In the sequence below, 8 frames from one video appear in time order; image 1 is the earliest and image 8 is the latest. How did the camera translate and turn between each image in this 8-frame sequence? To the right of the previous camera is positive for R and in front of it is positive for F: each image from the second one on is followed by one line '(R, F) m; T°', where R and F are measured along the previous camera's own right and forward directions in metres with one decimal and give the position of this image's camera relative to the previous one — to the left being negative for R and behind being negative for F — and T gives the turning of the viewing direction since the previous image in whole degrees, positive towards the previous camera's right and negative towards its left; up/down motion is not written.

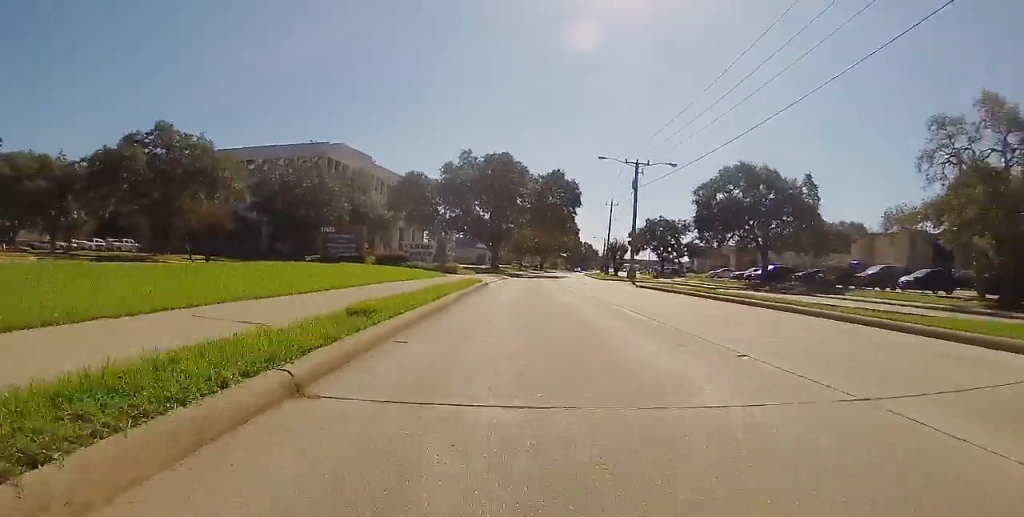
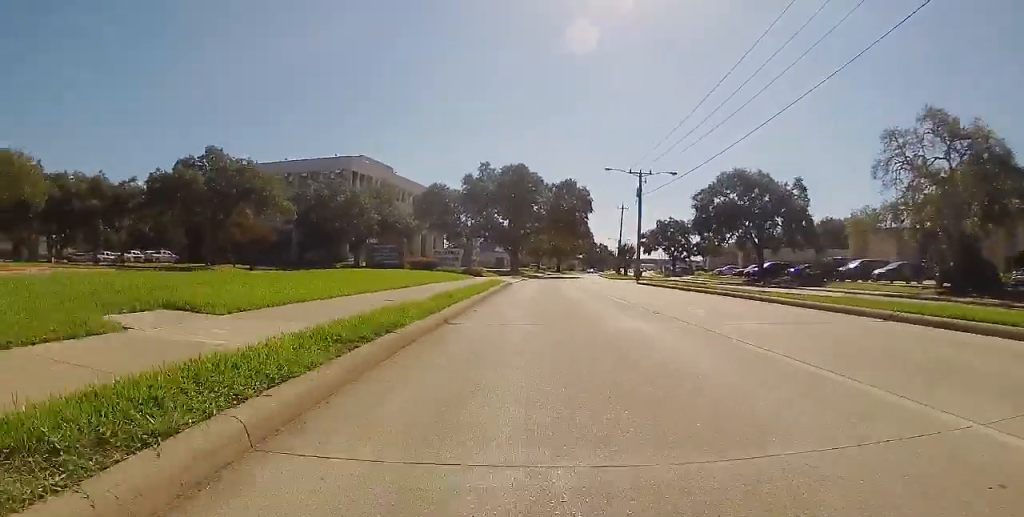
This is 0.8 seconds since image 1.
(0.0, +5.1) m; 0°
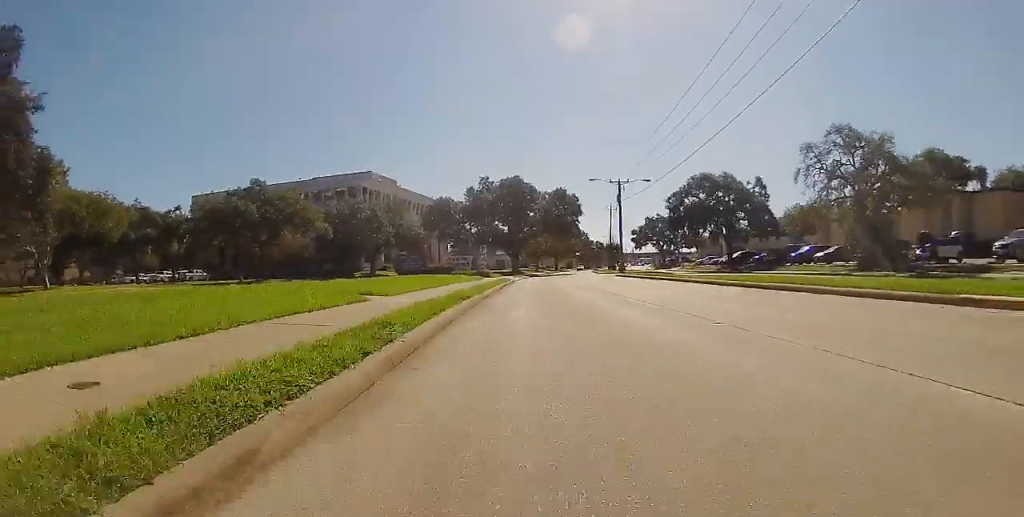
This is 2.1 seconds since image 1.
(0.0, +8.8) m; 0°
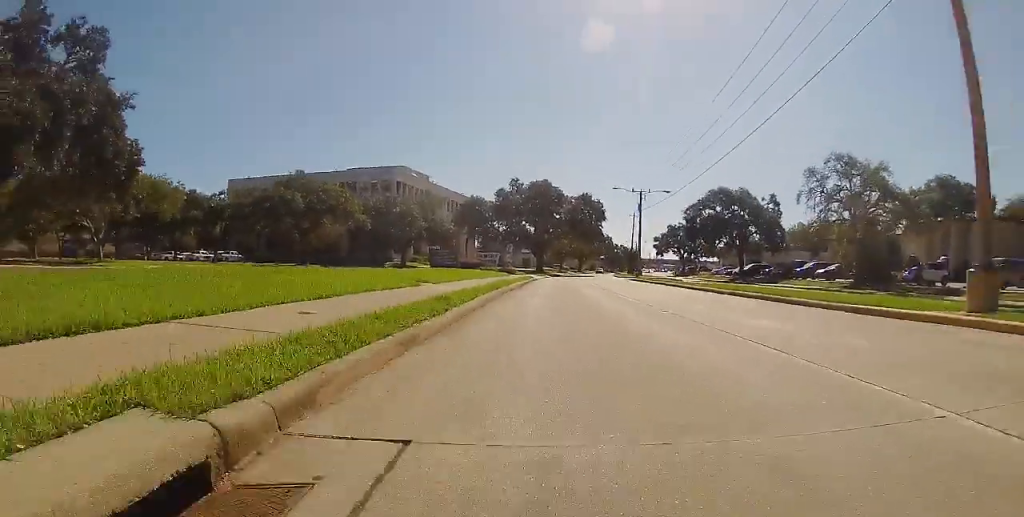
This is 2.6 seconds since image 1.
(0.0, +3.7) m; 0°
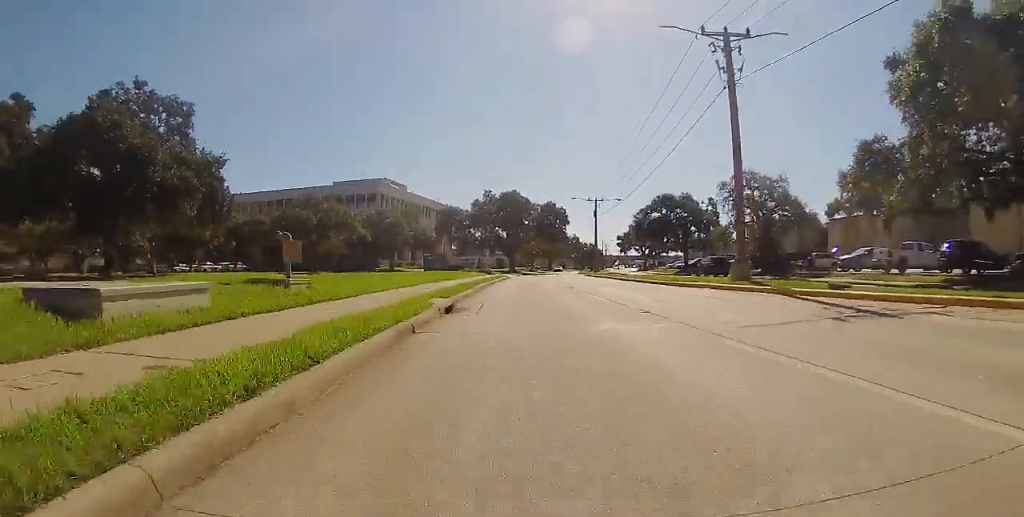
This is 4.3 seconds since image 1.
(0.0, +10.8) m; -1°
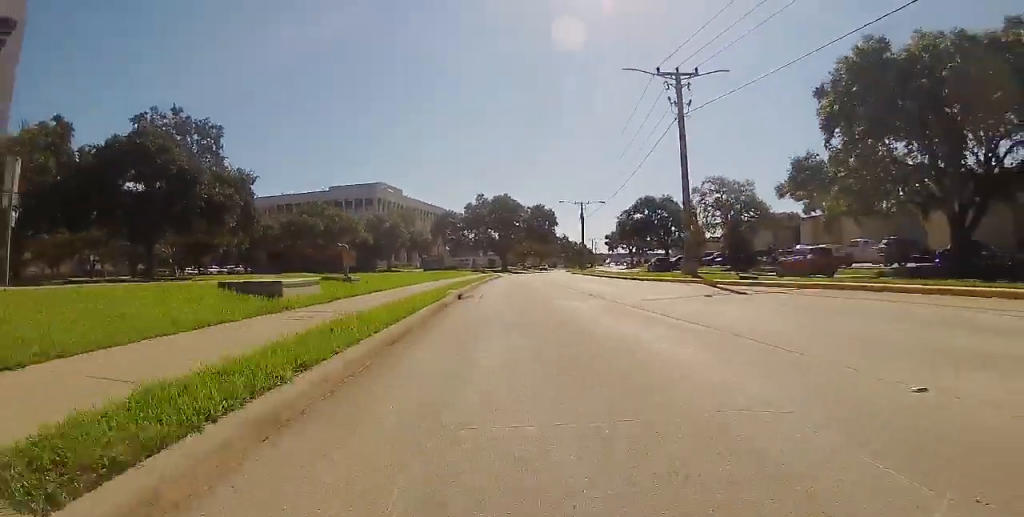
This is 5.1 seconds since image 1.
(-0.1, +5.0) m; -1°
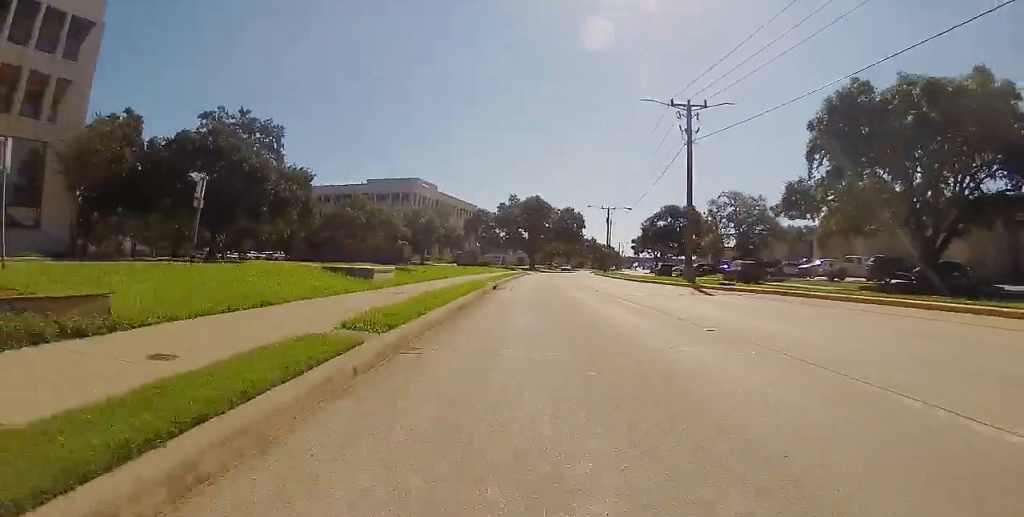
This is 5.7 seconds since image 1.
(-0.1, +4.3) m; -1°
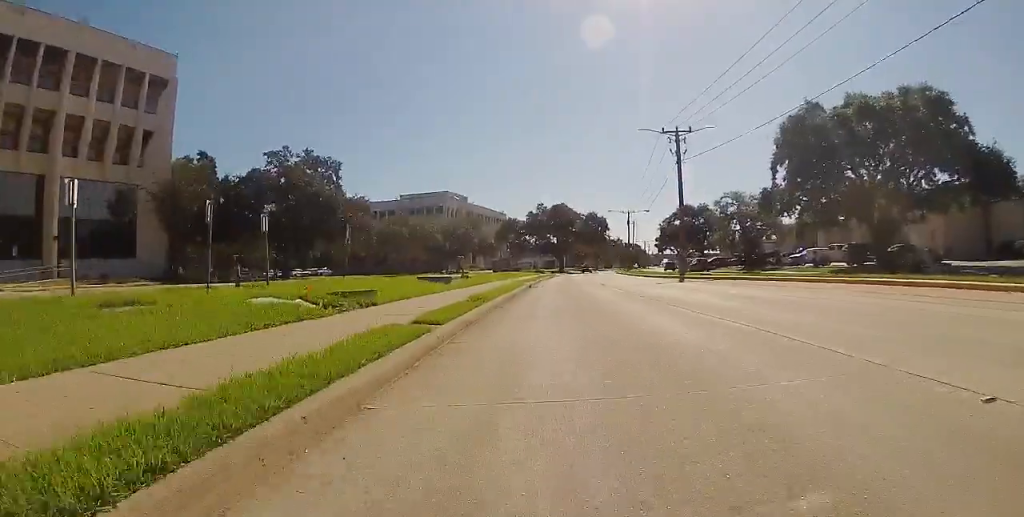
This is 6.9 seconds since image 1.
(+0.1, +8.0) m; 0°
